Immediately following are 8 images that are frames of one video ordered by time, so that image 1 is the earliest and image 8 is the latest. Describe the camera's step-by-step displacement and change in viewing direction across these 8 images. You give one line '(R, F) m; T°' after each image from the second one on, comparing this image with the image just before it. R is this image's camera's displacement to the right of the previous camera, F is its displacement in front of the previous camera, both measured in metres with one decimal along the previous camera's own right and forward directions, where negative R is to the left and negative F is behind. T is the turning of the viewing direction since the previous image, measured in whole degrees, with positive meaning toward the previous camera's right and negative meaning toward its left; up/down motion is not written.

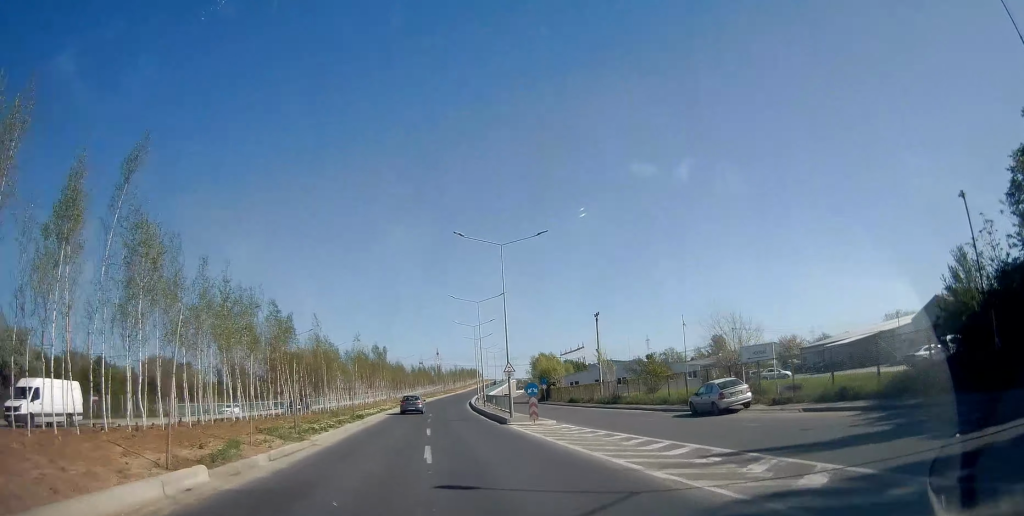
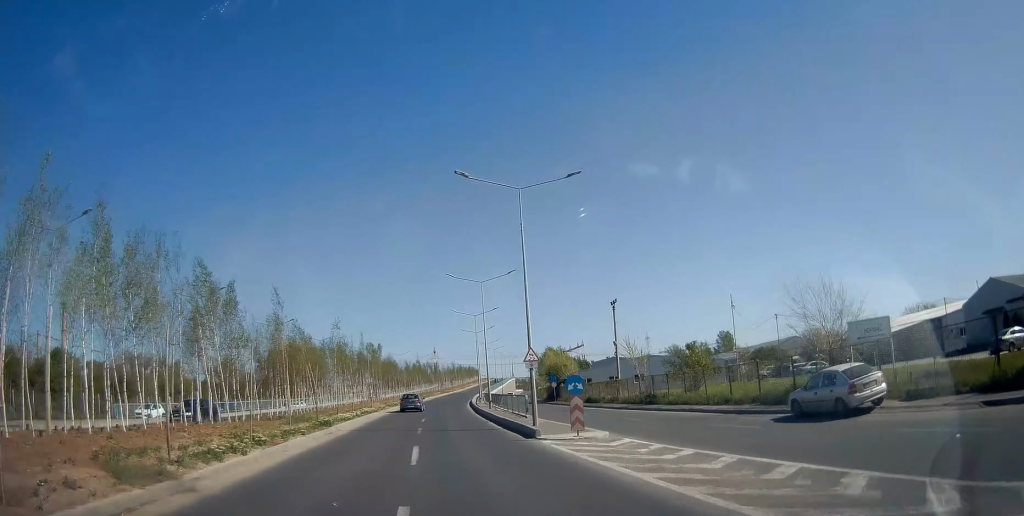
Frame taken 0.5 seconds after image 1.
(0.0, +9.0) m; 0°
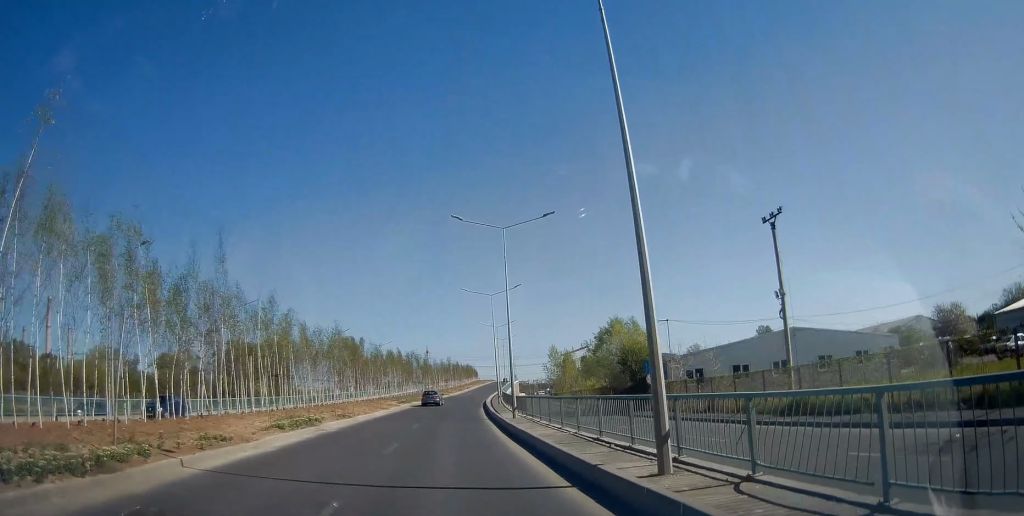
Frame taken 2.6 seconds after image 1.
(-0.2, +35.3) m; +1°
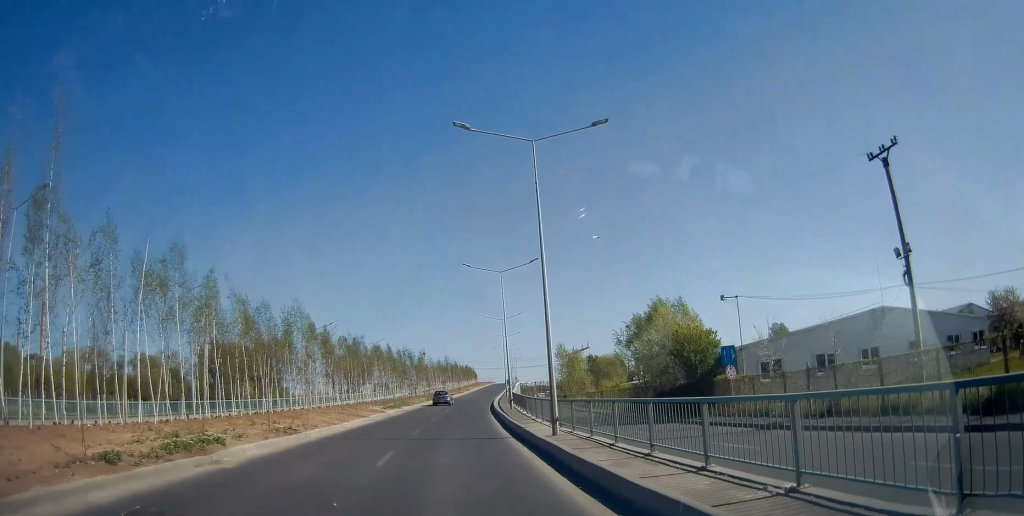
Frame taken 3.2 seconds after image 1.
(+0.1, +10.9) m; +1°
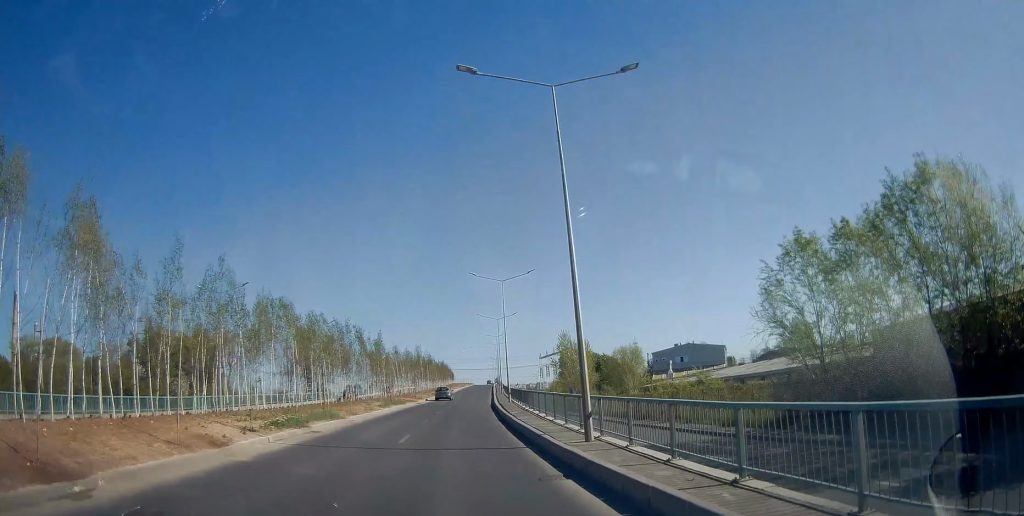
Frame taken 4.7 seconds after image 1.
(+0.3, +26.1) m; +2°
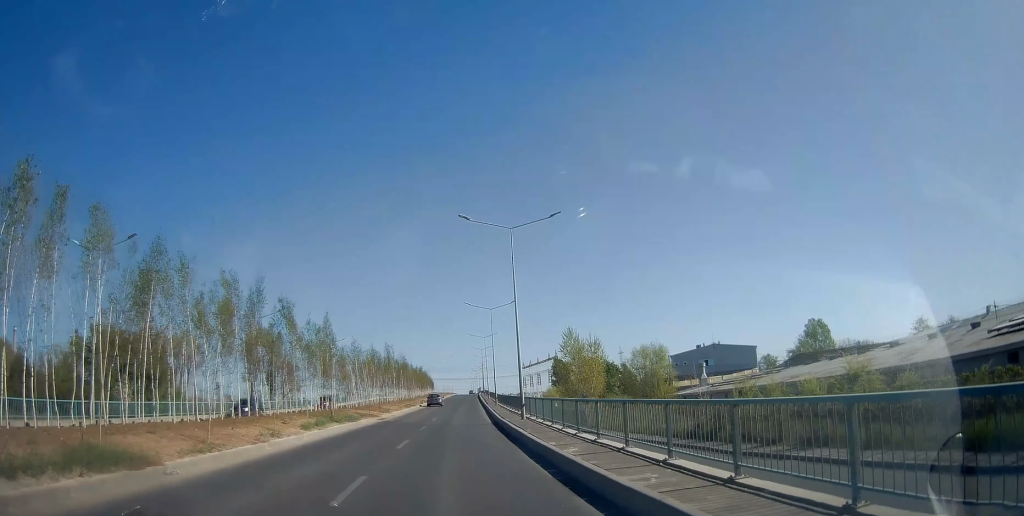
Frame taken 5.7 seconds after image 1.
(+0.2, +17.6) m; +2°
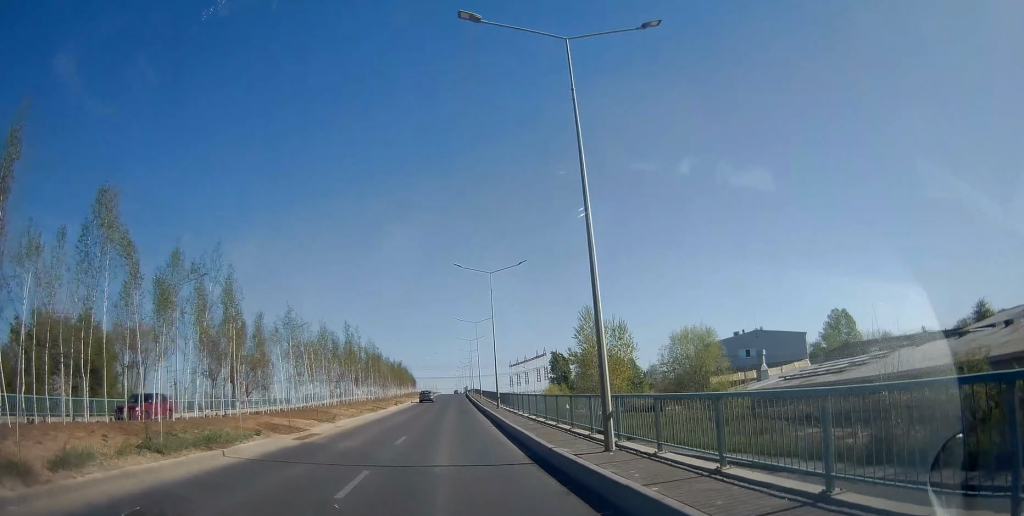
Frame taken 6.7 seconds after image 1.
(+0.2, +17.1) m; +2°
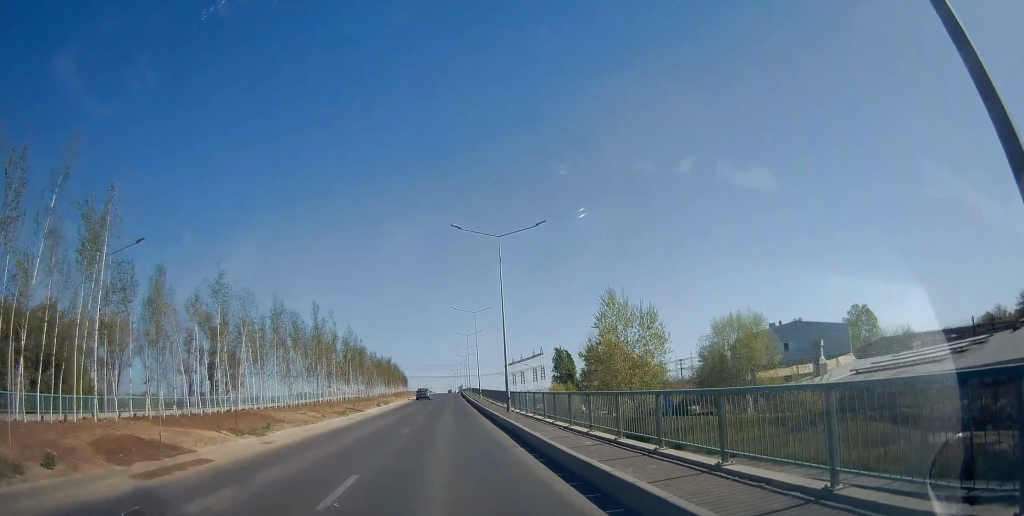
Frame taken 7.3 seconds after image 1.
(+0.2, +10.1) m; +1°
